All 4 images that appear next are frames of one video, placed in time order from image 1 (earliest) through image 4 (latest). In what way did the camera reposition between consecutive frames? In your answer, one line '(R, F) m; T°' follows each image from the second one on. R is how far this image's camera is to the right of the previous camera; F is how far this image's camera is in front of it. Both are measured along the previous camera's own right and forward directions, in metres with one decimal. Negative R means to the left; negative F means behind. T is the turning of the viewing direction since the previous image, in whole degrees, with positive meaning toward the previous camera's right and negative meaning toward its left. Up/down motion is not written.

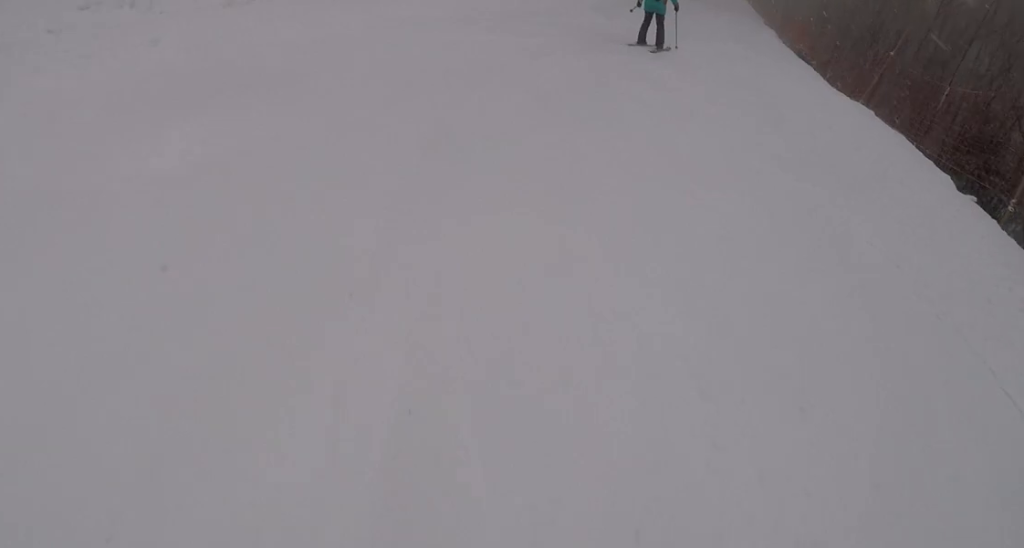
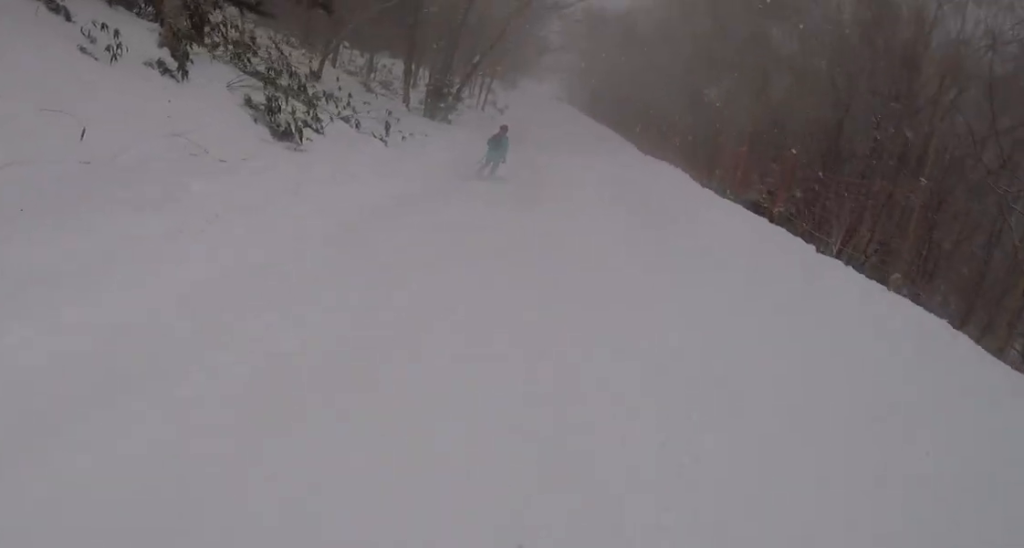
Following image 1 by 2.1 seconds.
(-1.3, +13.2) m; -3°
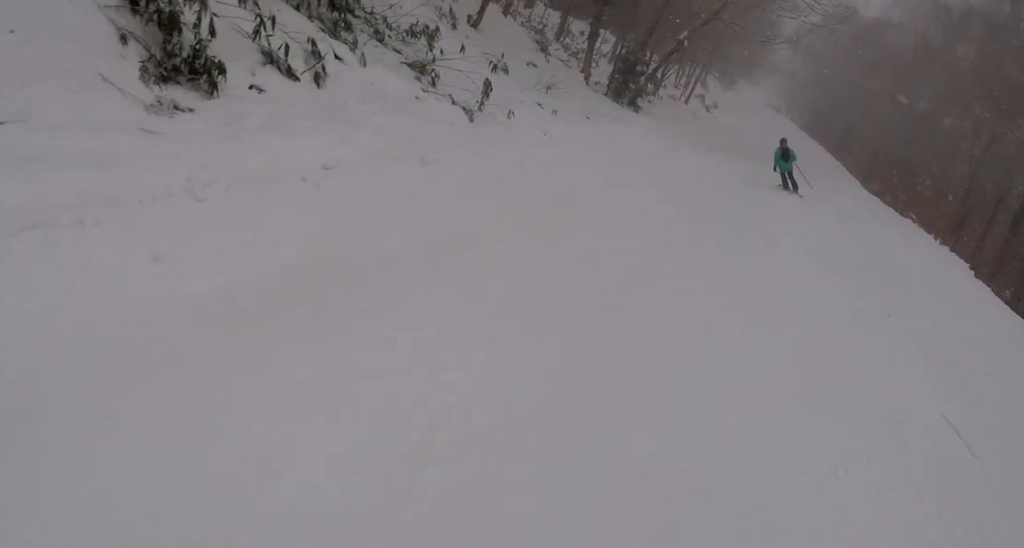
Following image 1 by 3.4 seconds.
(-0.1, +8.6) m; 0°
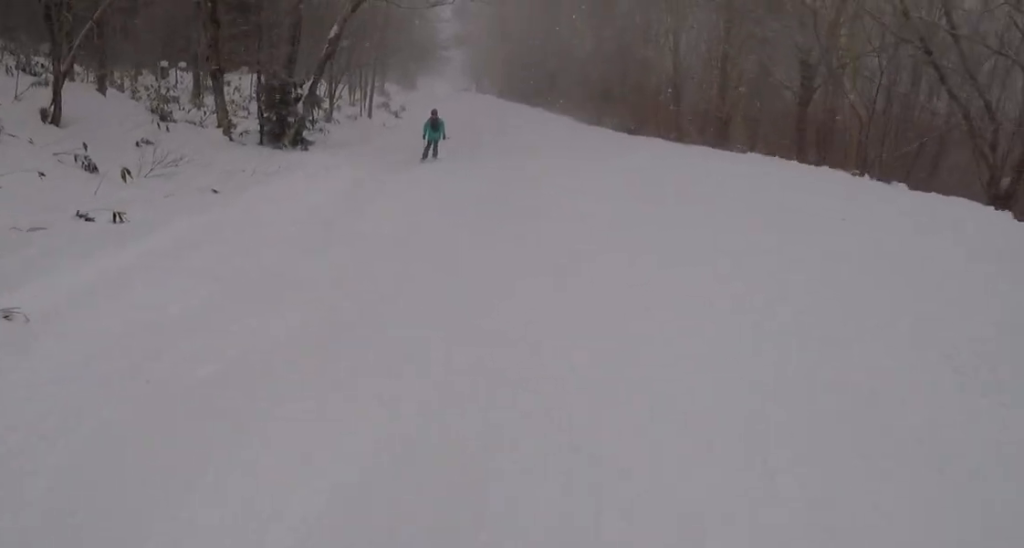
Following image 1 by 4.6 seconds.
(+0.4, +8.1) m; +14°
